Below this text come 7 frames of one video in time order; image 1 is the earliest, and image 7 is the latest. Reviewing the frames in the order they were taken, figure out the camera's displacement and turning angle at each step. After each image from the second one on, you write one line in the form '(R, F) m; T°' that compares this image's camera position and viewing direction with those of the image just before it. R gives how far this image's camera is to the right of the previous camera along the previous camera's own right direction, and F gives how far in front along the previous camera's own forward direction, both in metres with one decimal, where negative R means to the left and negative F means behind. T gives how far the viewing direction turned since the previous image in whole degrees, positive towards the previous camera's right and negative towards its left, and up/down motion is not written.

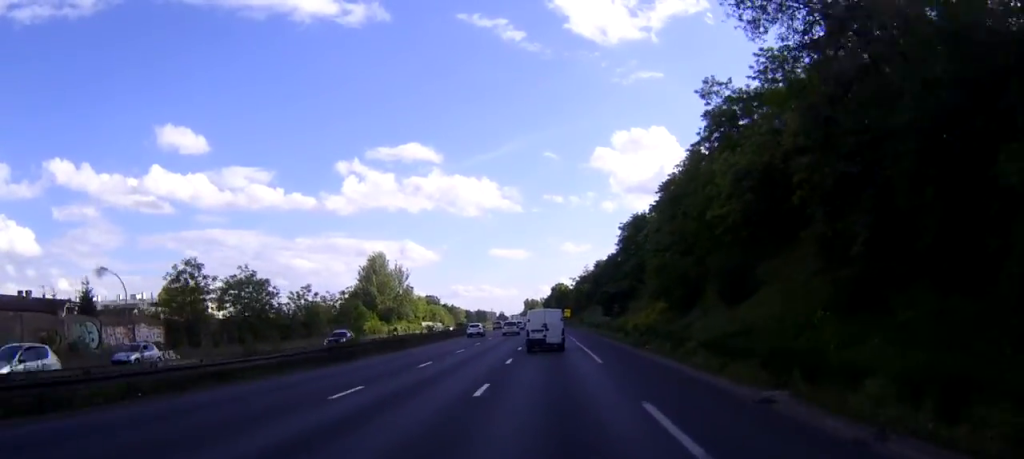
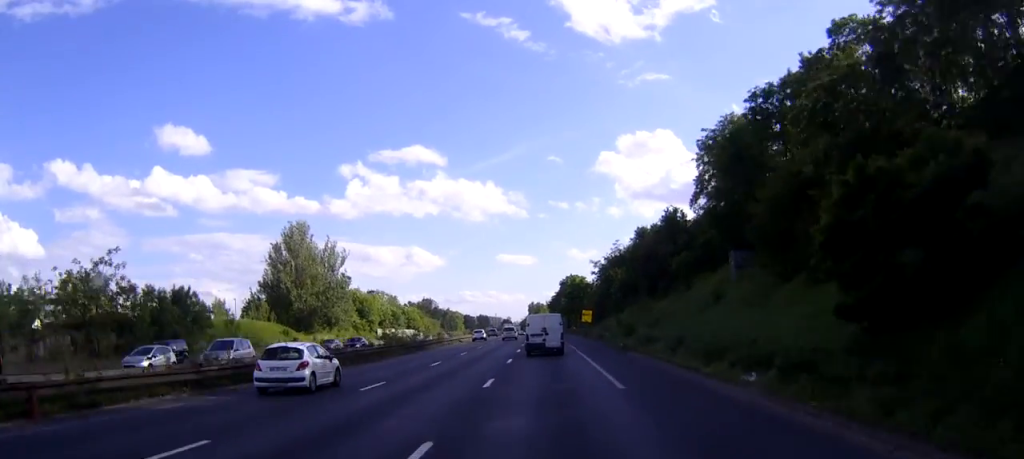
(-0.2, +60.2) m; -1°
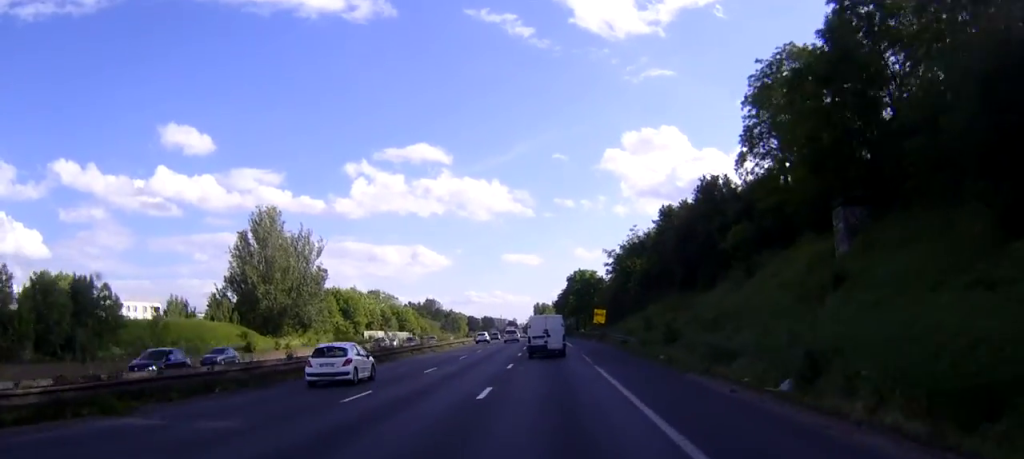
(-0.1, +15.1) m; 0°
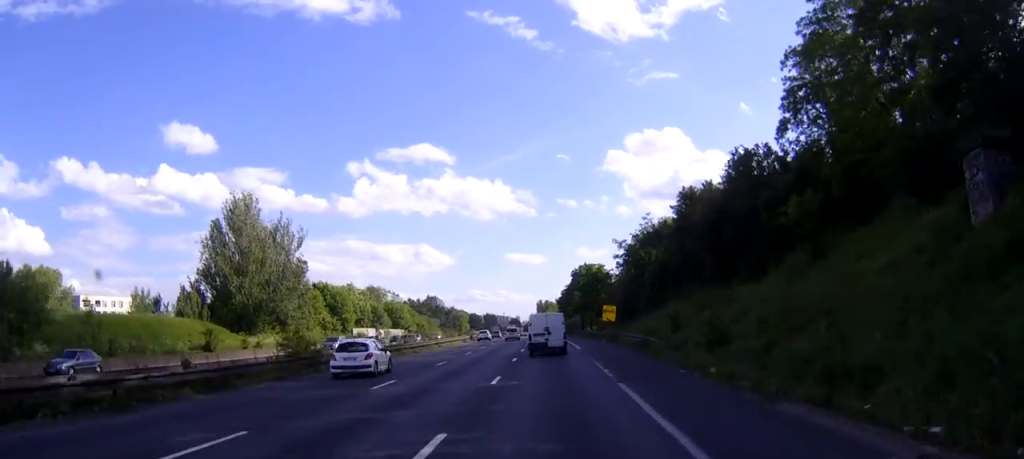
(0.0, +9.6) m; 0°
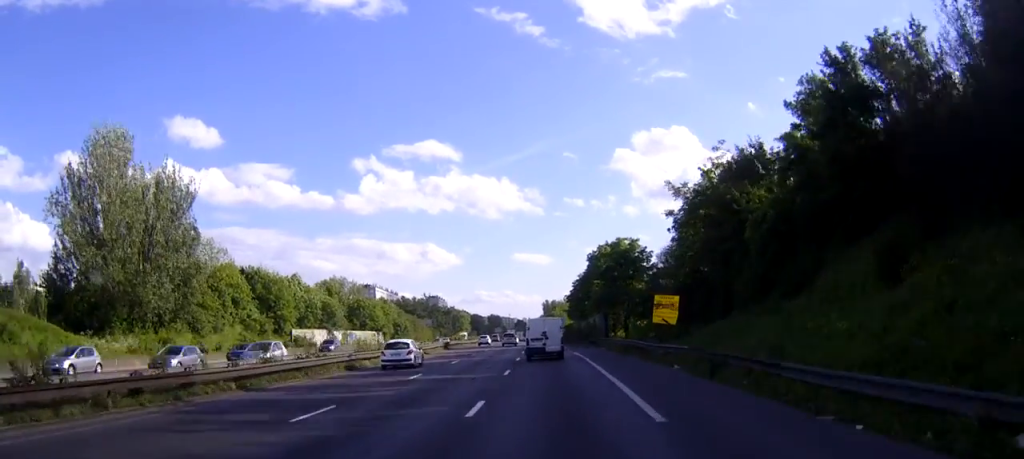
(-0.3, +32.5) m; -1°
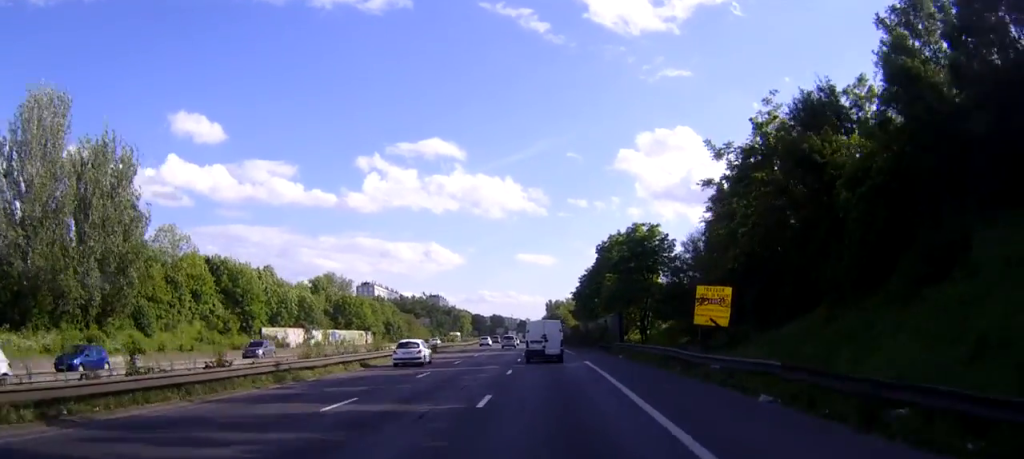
(-0.1, +11.1) m; -1°
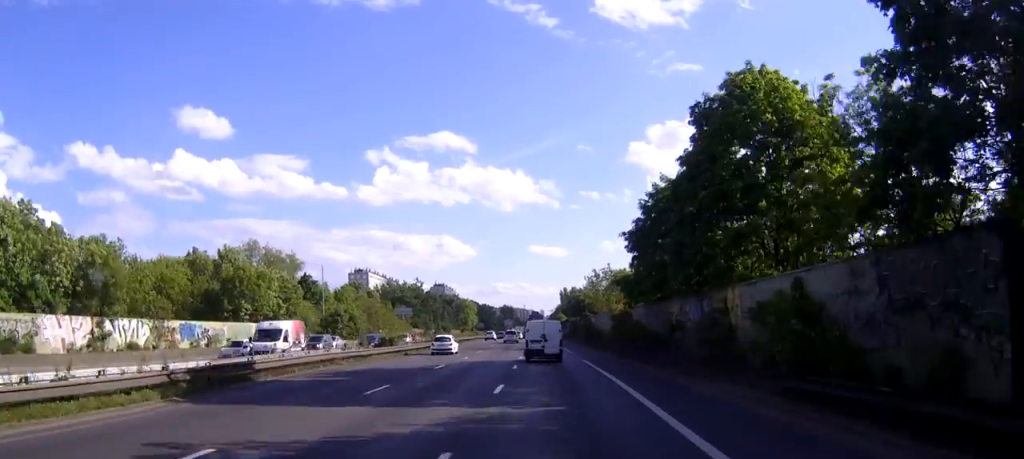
(-0.6, +48.0) m; -1°
